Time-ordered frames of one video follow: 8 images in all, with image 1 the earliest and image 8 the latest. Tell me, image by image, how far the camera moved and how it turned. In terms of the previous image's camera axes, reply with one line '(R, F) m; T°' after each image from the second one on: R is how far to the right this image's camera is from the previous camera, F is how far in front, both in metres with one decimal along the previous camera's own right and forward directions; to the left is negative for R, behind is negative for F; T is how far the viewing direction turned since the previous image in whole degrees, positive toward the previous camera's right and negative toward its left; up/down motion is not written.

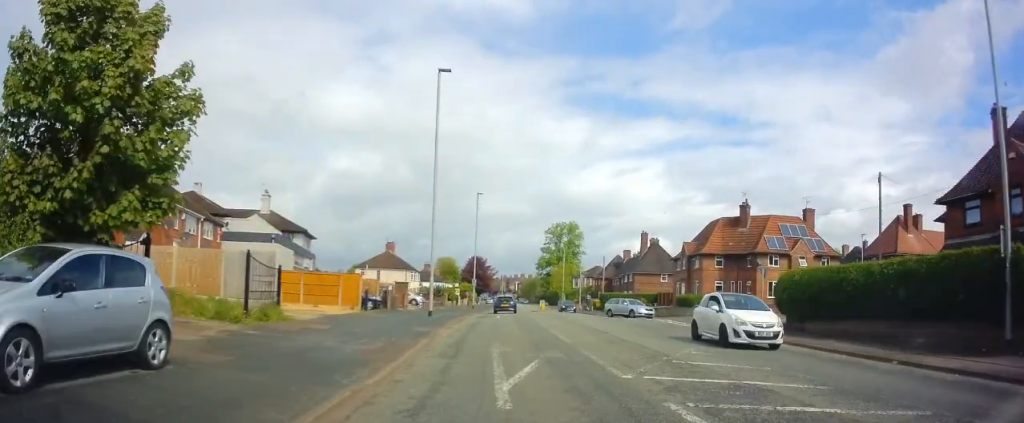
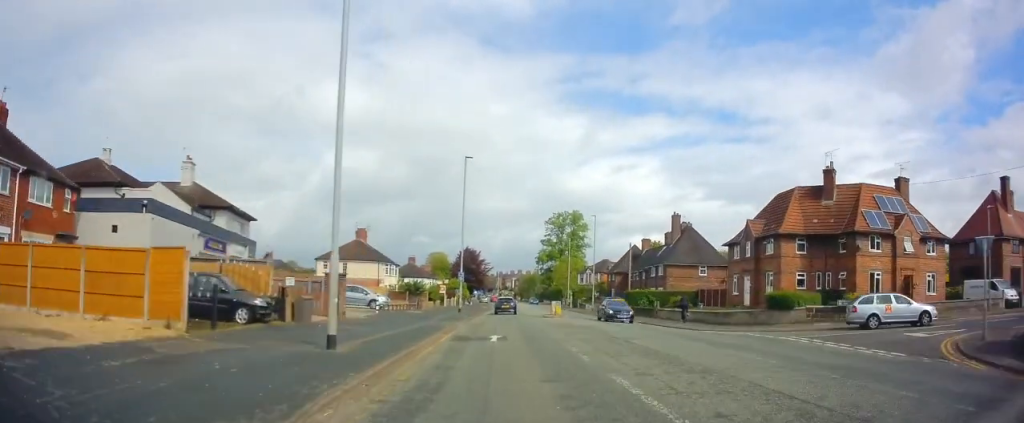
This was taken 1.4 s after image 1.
(-0.3, +15.9) m; -2°
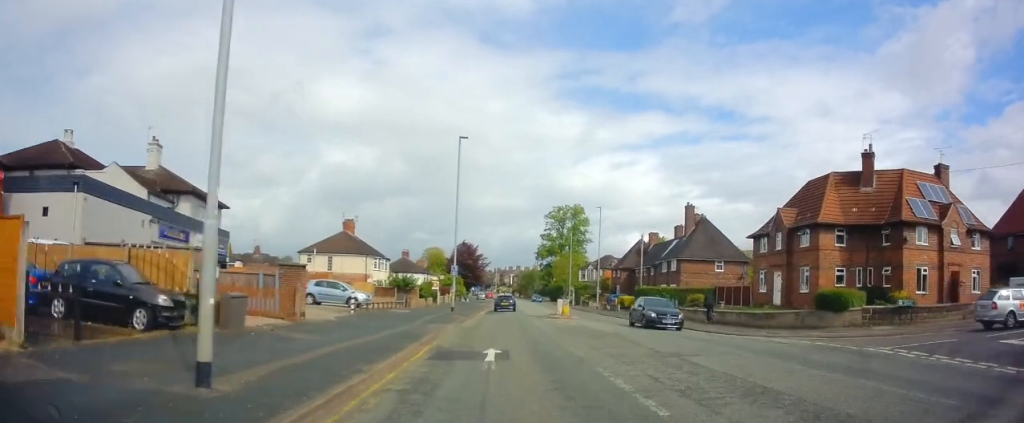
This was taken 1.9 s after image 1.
(-0.1, +5.1) m; 0°
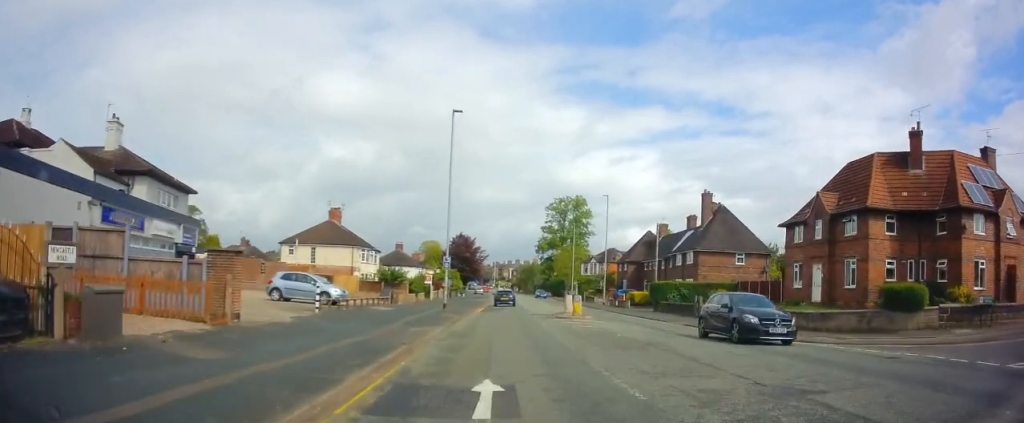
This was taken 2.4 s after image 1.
(0.0, +5.2) m; +1°
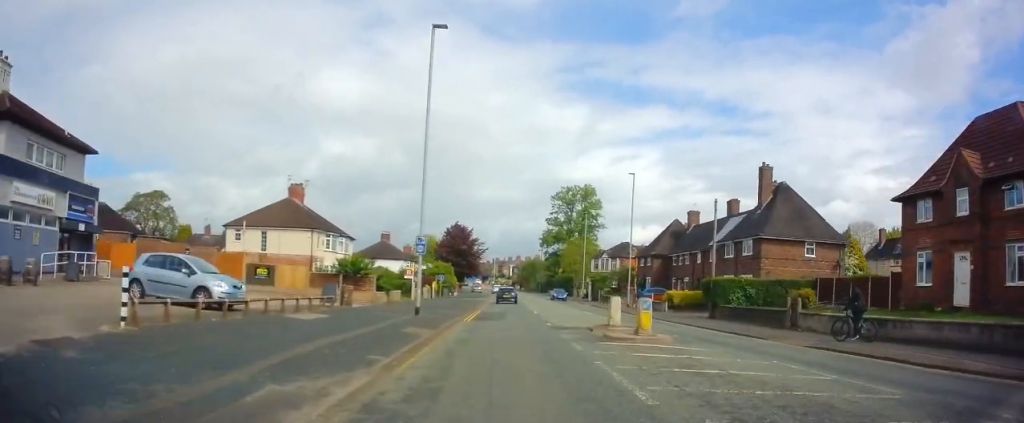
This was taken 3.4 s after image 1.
(+0.2, +12.0) m; +1°
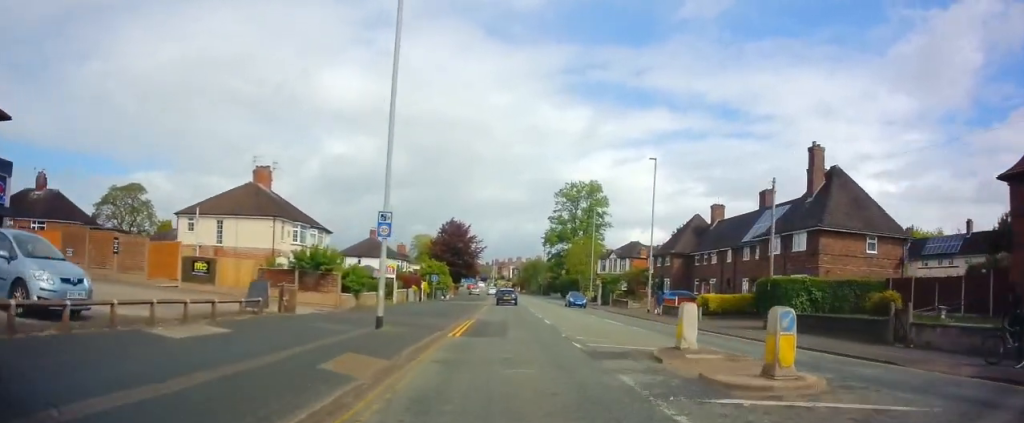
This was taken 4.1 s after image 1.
(+0.1, +7.3) m; 0°
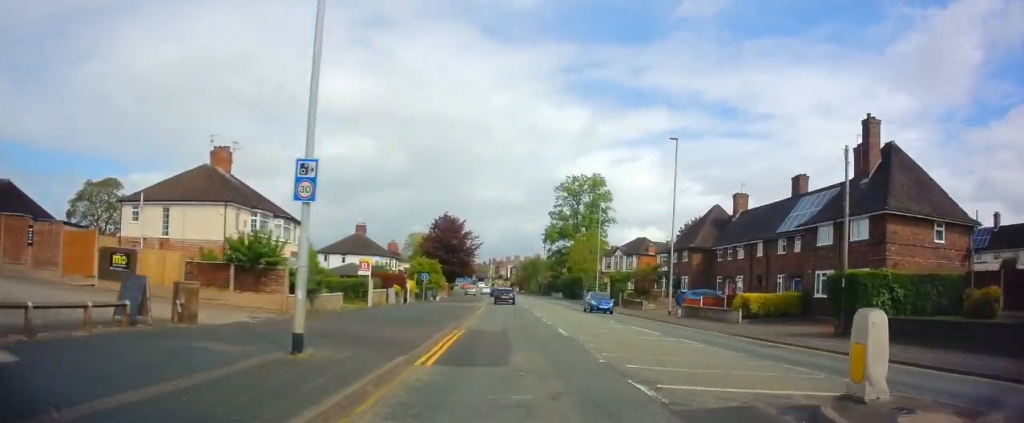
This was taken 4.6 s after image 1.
(0.0, +6.2) m; -1°
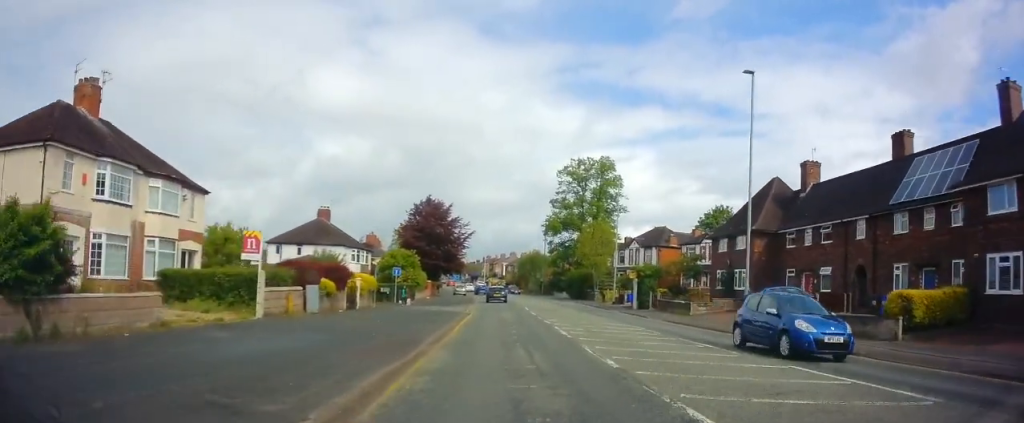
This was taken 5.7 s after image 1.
(-0.2, +13.1) m; 0°
